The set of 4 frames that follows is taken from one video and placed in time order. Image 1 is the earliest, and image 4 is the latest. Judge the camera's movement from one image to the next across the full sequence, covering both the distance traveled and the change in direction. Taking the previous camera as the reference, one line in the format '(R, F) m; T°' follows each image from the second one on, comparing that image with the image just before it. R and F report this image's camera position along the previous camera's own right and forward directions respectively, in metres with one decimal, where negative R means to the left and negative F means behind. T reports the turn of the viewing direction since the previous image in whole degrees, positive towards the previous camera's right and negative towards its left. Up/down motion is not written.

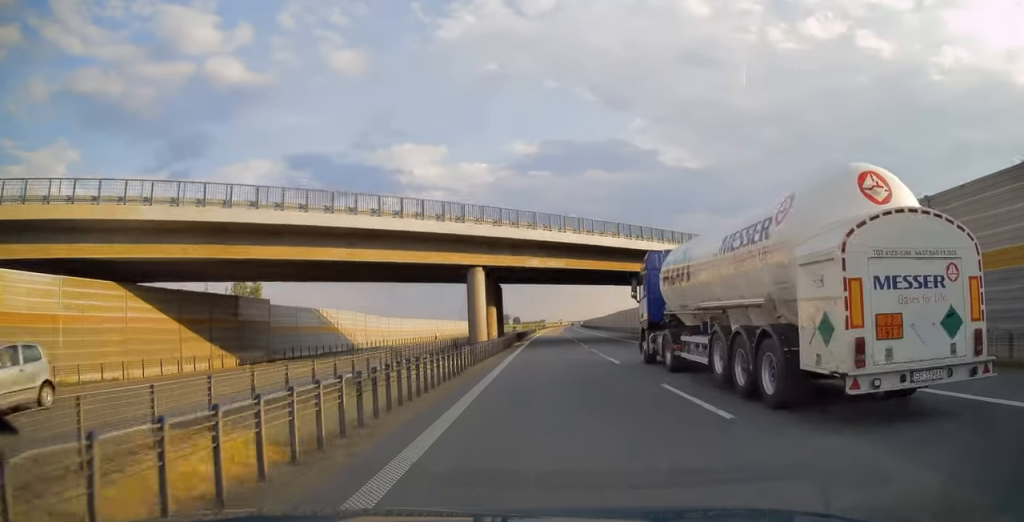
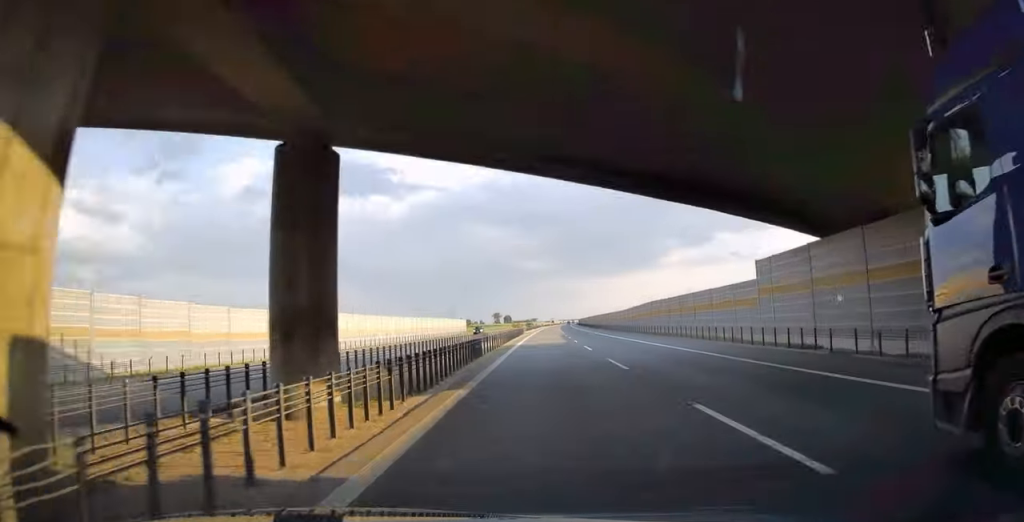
(+0.3, +39.7) m; +1°
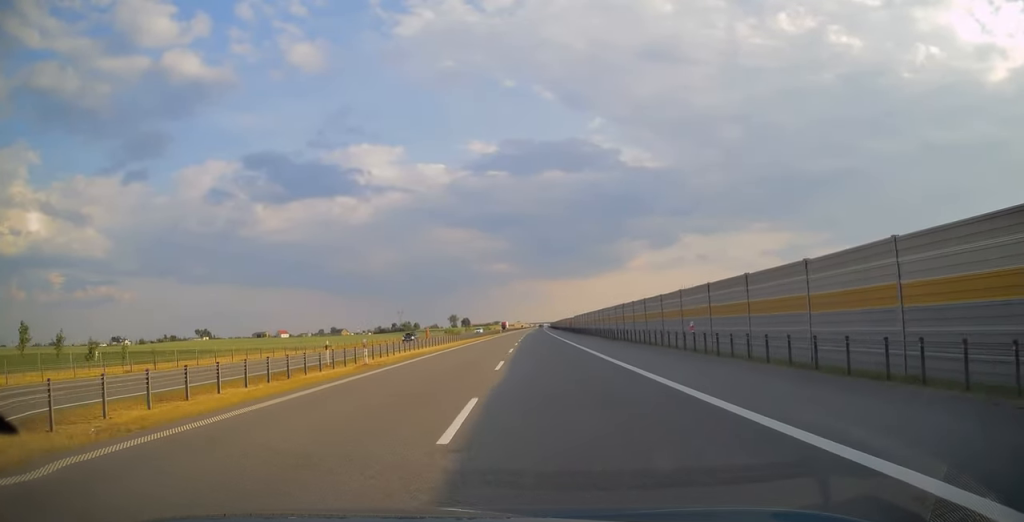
(+5.9, +167.9) m; +4°
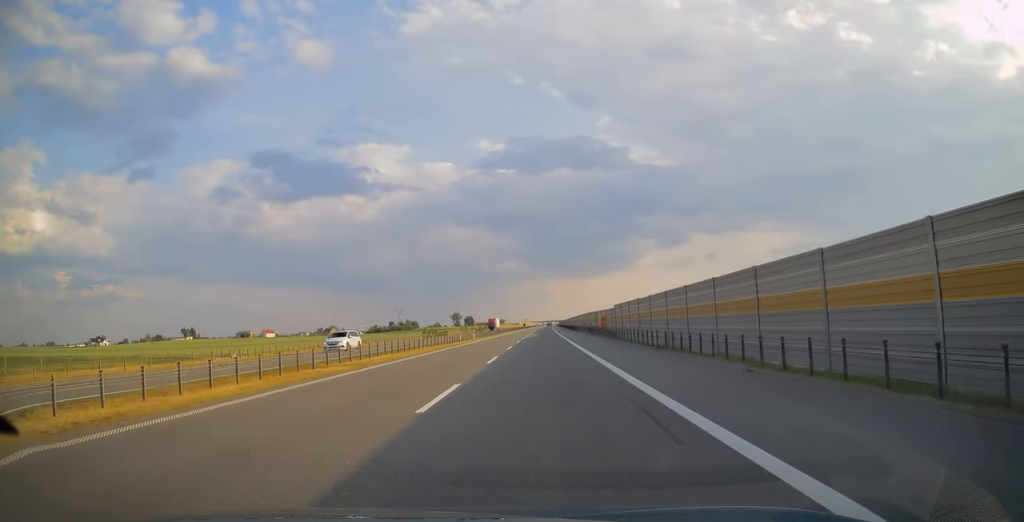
(-0.1, +57.5) m; 0°
